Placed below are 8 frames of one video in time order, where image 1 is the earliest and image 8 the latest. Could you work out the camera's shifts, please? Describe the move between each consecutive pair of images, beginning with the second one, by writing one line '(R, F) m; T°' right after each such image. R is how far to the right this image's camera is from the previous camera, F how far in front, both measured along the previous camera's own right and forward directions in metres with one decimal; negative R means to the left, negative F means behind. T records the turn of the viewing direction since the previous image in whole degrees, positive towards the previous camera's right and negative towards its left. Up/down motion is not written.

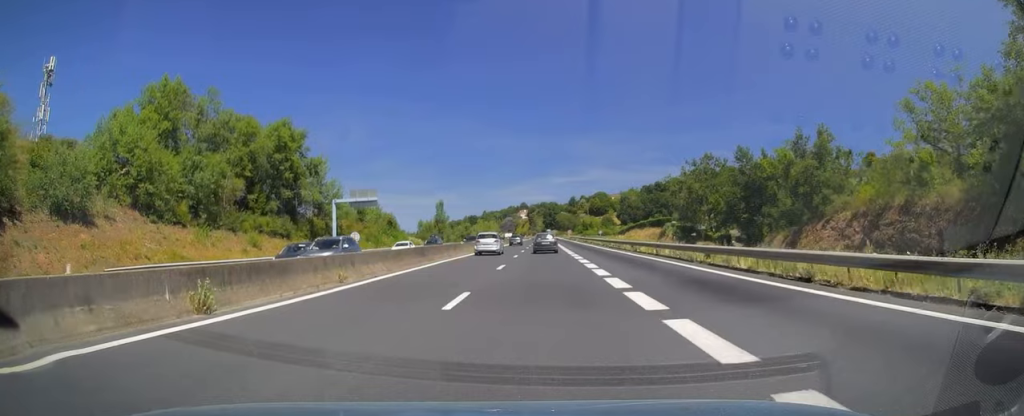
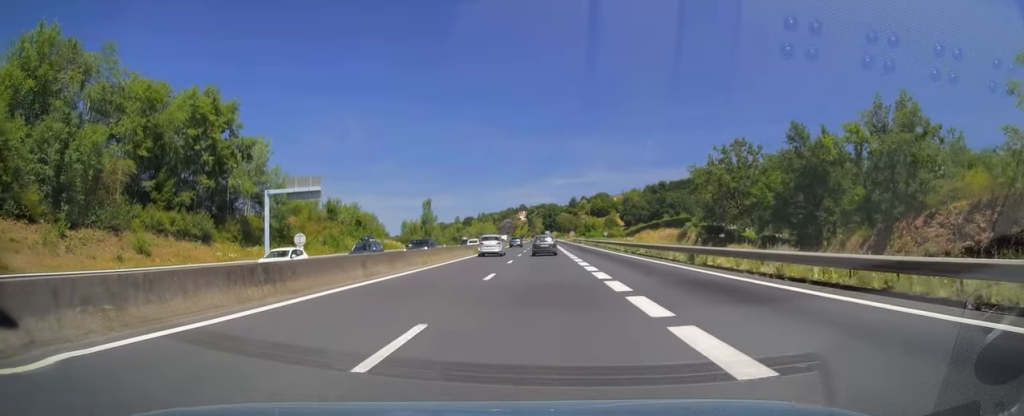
(+0.1, +18.0) m; 0°
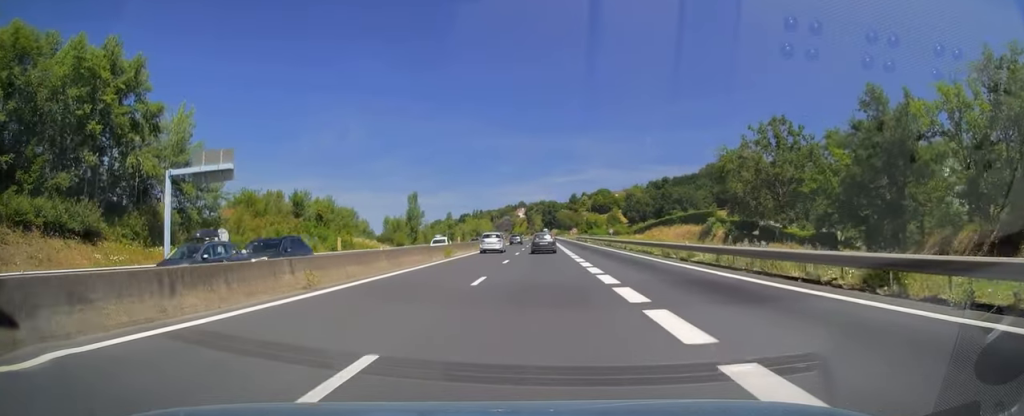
(0.0, +15.7) m; 0°
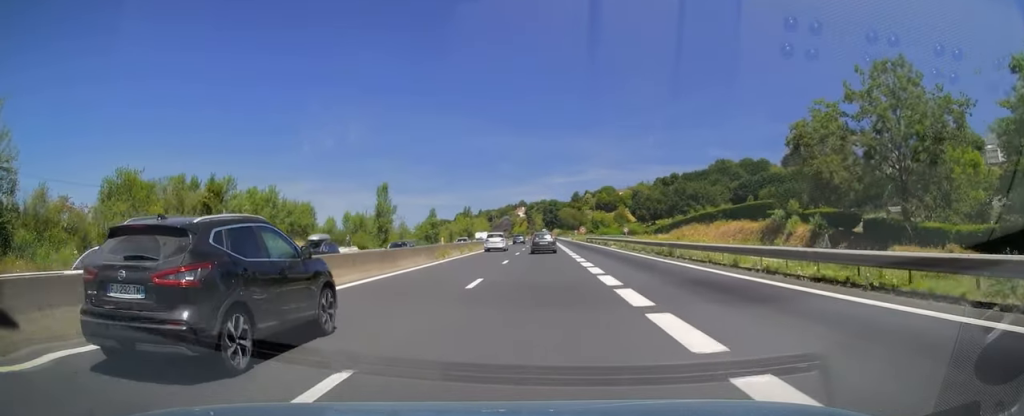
(-0.1, +26.7) m; 0°
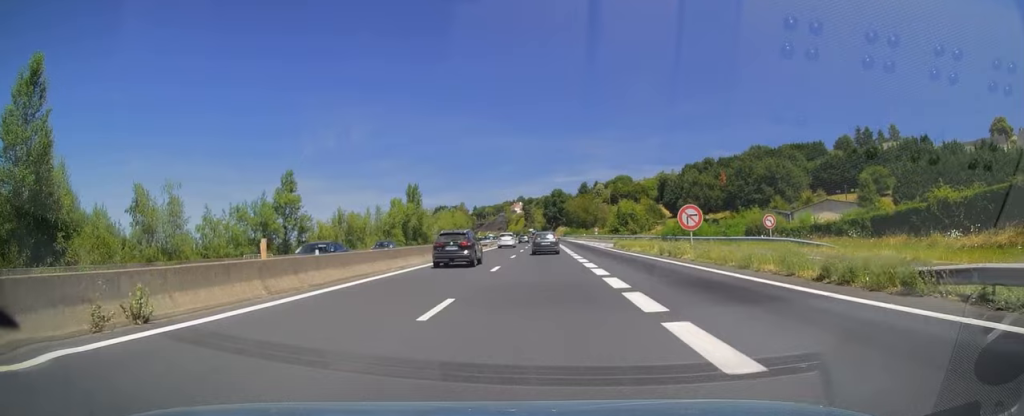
(+0.1, +84.1) m; 0°
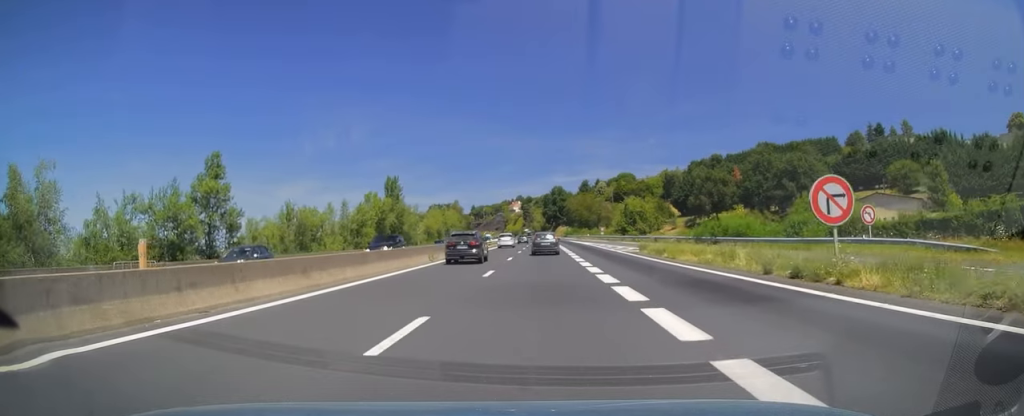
(0.0, +15.7) m; 0°
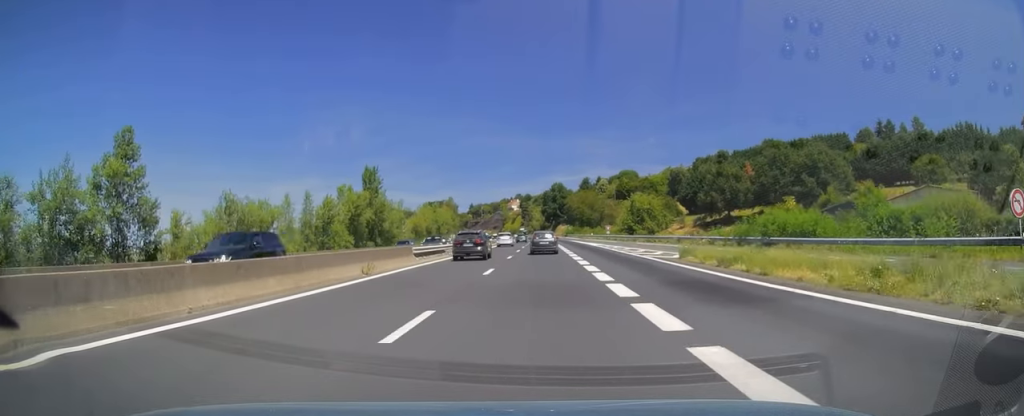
(0.0, +12.3) m; 0°
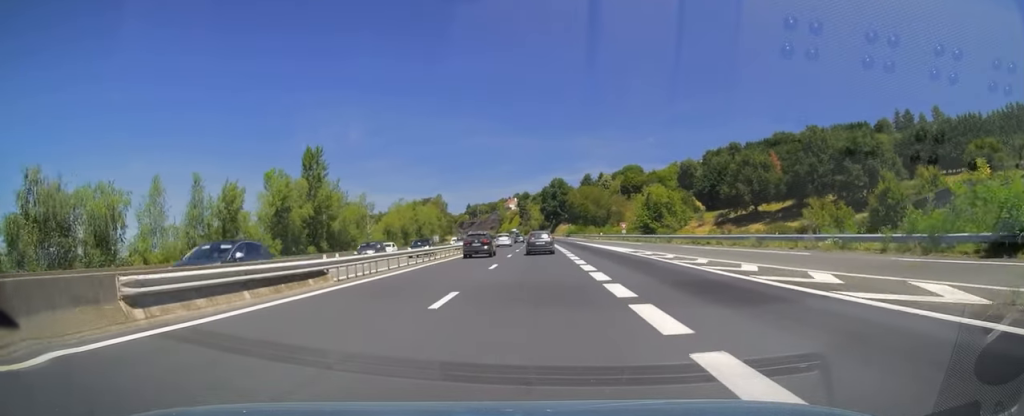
(-0.1, +22.2) m; 0°
